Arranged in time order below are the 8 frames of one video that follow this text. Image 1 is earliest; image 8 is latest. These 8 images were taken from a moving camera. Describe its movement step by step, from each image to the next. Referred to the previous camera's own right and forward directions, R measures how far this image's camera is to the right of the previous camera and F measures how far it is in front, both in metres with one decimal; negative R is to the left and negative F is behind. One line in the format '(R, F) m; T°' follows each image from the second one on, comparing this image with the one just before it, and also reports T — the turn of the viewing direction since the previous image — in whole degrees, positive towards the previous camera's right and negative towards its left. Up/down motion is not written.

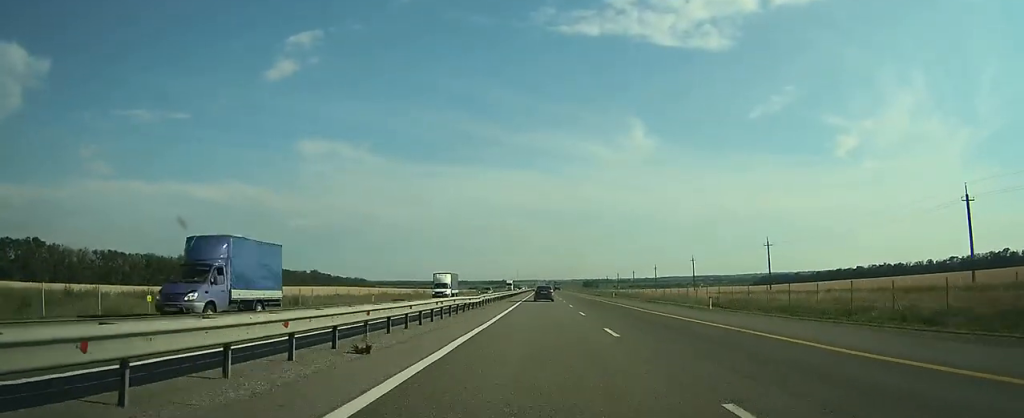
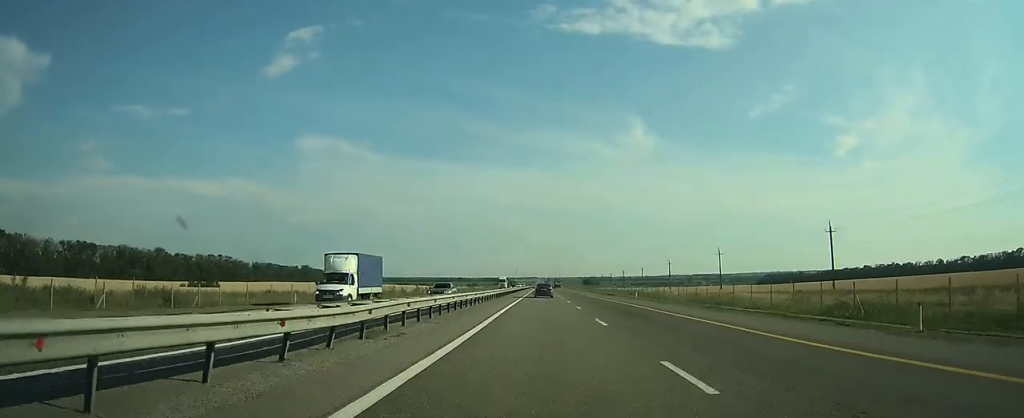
(0.0, +20.3) m; 0°
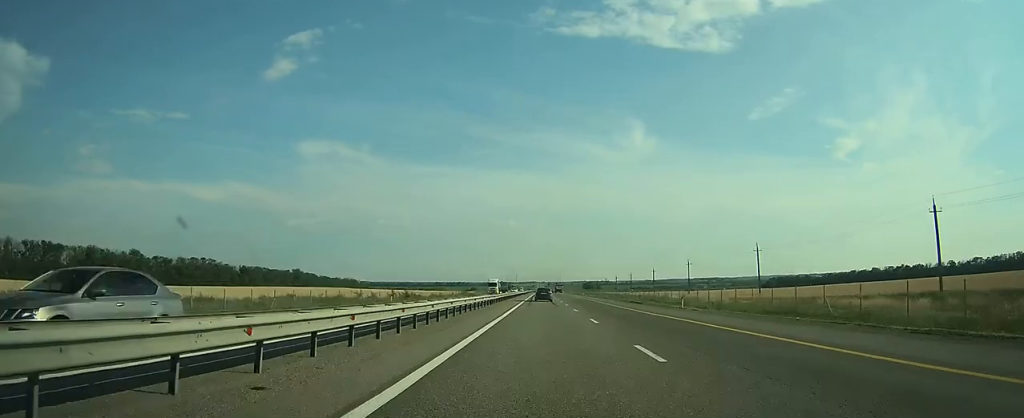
(0.0, +20.5) m; 0°
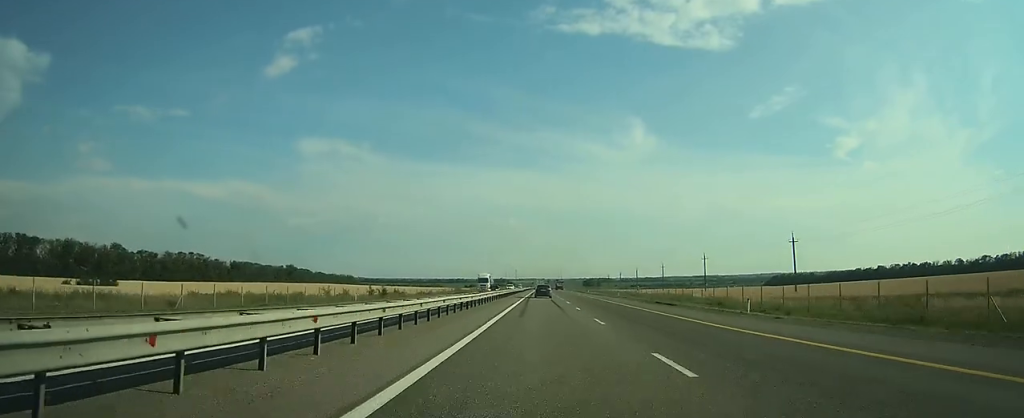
(0.0, +13.8) m; 0°
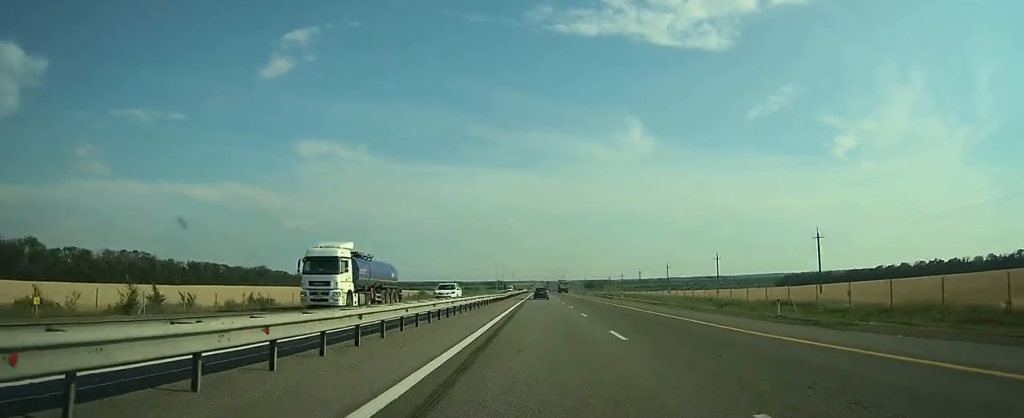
(+0.3, +53.4) m; 0°
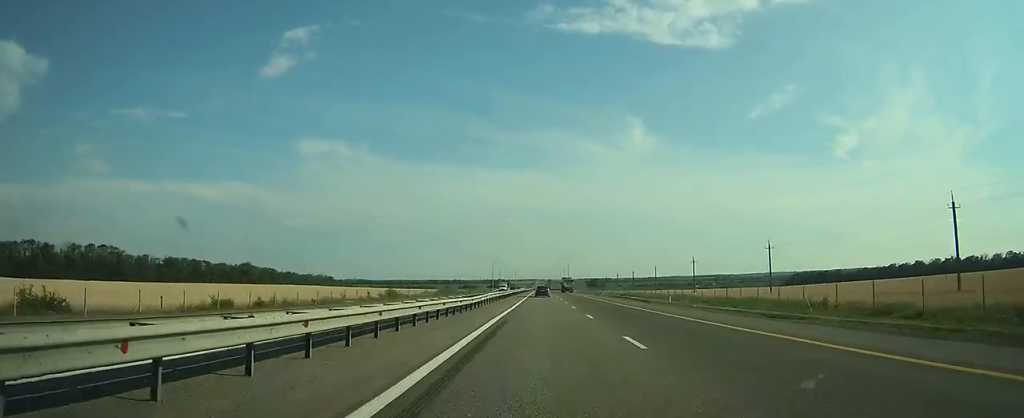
(0.0, +26.7) m; 0°
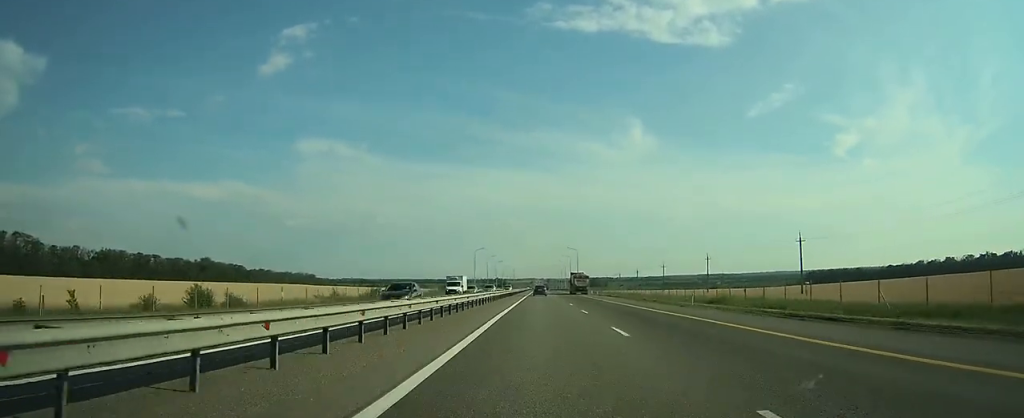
(-0.2, +57.4) m; 0°
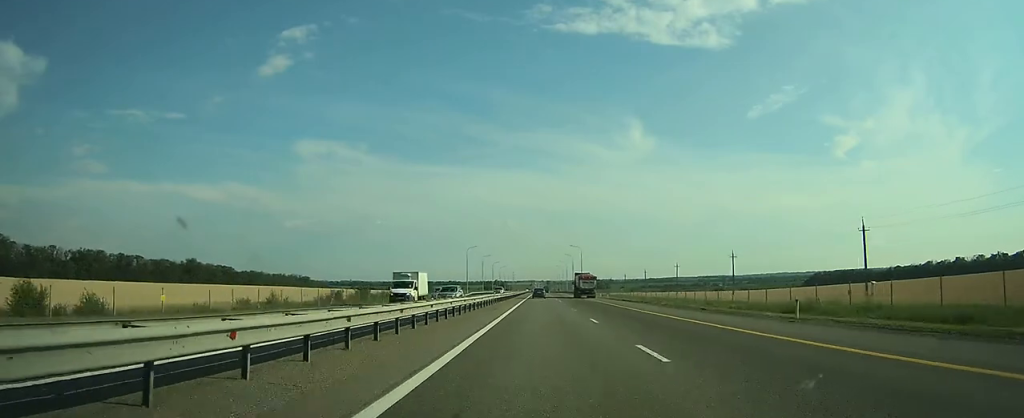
(0.0, +16.9) m; 0°
